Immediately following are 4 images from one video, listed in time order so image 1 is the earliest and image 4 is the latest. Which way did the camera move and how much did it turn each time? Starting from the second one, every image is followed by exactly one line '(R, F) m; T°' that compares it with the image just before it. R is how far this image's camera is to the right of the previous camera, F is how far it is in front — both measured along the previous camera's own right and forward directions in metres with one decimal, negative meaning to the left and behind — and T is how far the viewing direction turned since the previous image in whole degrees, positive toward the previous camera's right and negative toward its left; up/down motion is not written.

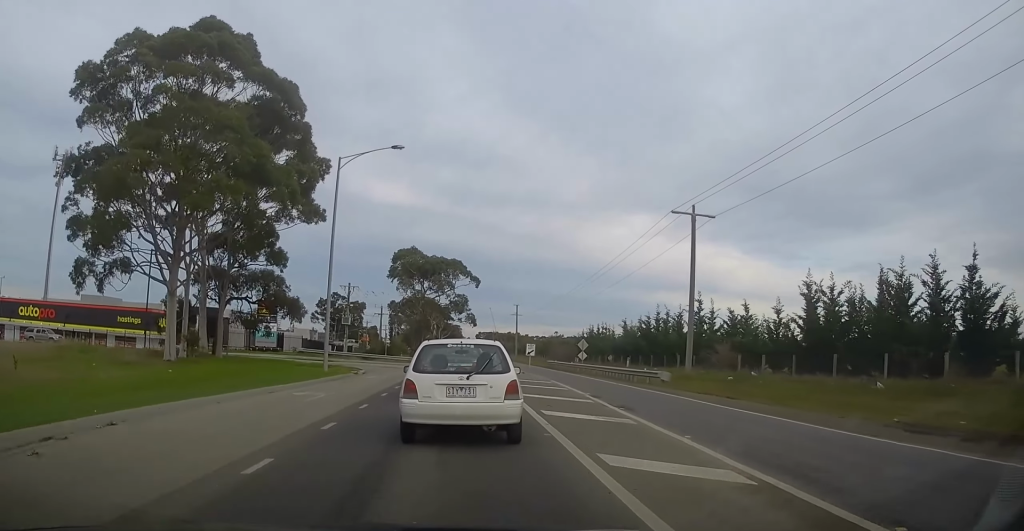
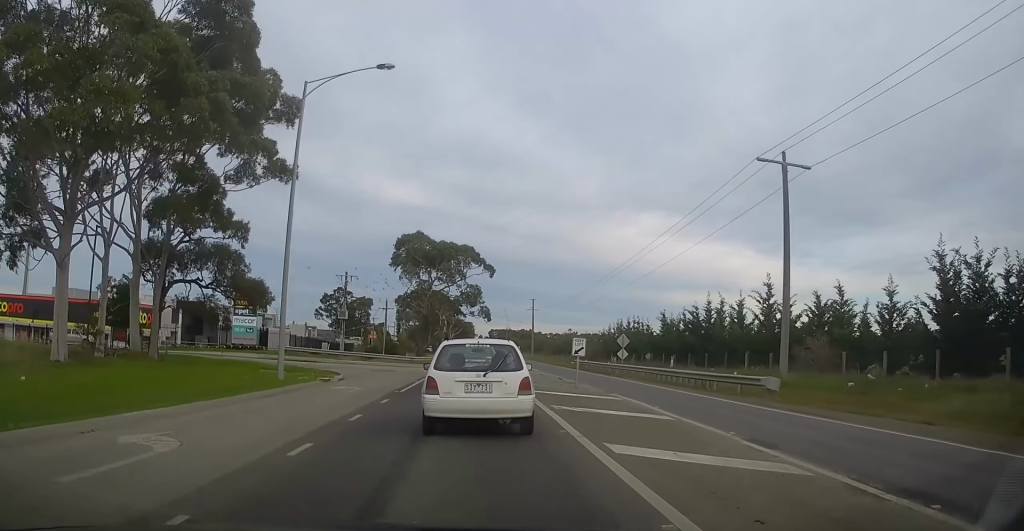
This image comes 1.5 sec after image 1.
(0.0, +10.8) m; 0°
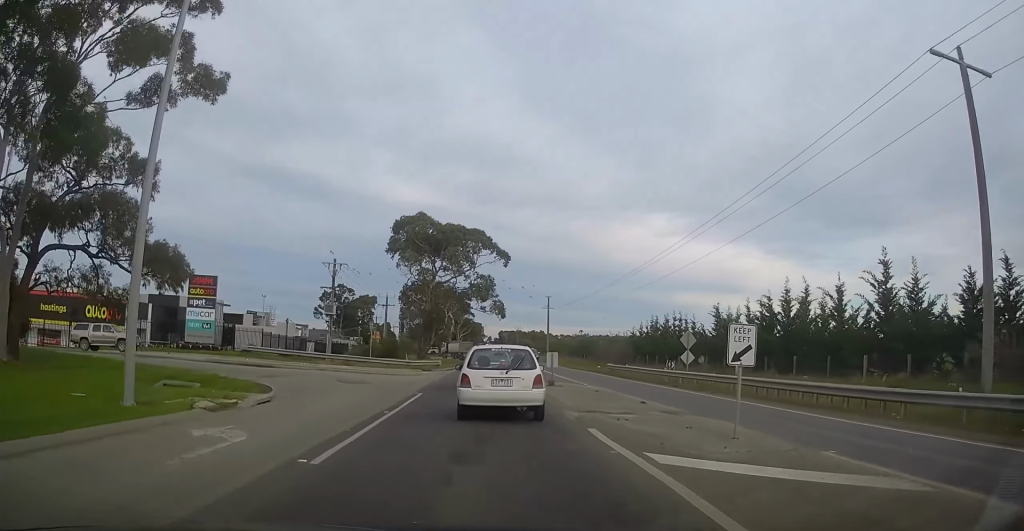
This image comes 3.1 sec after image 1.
(0.0, +12.2) m; 0°
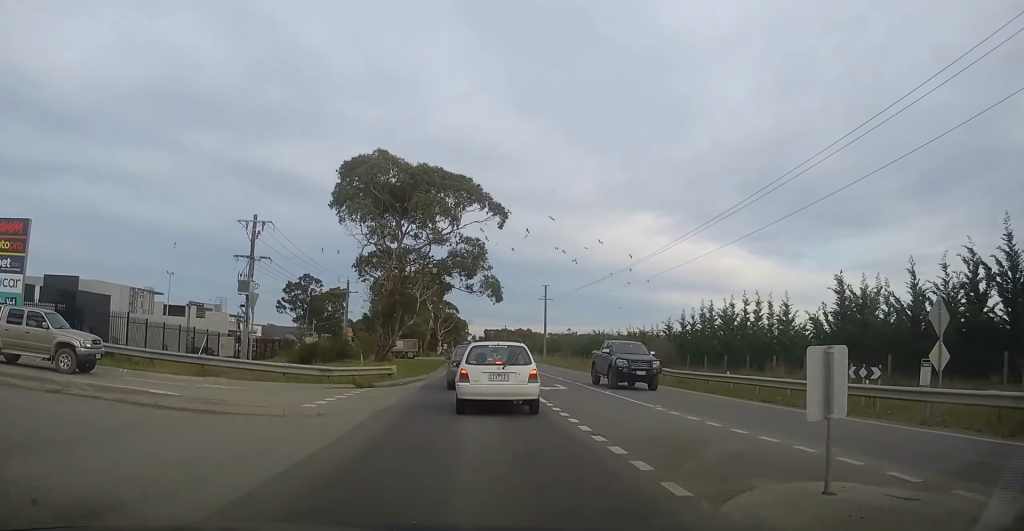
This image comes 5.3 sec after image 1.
(-1.1, +20.7) m; -4°
